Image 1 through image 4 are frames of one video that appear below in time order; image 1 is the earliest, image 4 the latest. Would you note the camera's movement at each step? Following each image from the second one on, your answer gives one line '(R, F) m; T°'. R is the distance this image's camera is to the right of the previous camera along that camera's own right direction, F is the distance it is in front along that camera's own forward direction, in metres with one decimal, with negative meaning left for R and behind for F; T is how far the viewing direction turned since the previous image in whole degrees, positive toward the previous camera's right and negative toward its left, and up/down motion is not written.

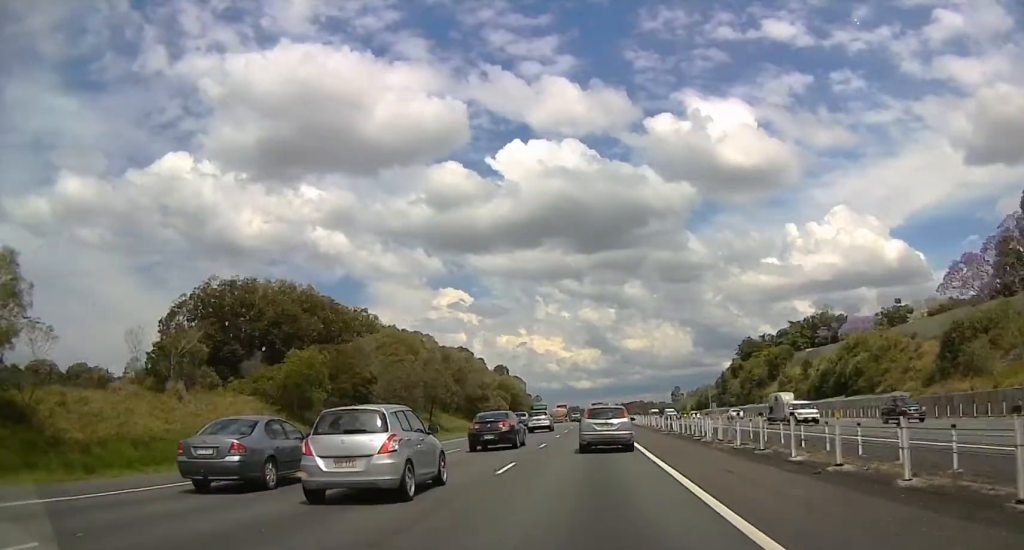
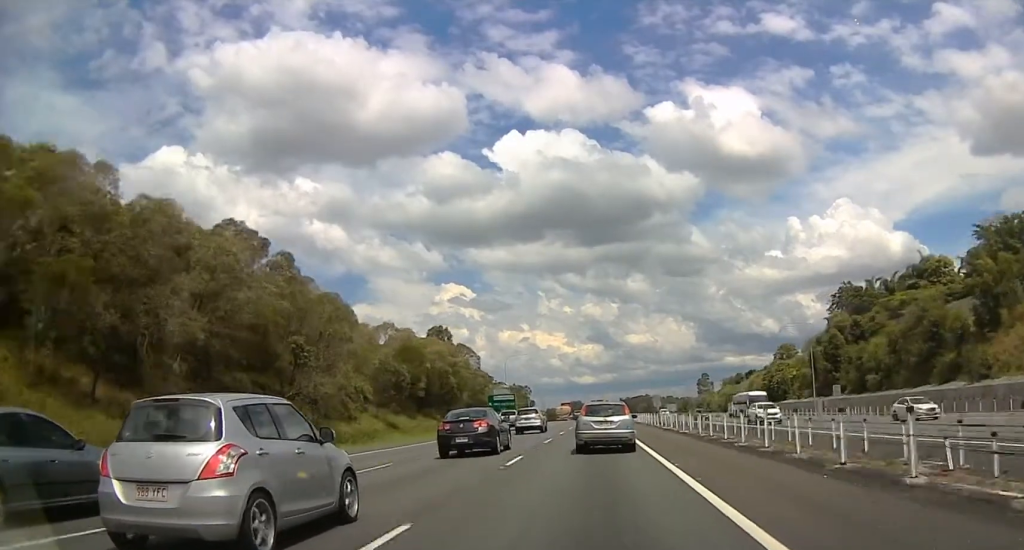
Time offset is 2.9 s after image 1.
(-1.3, +83.0) m; -1°
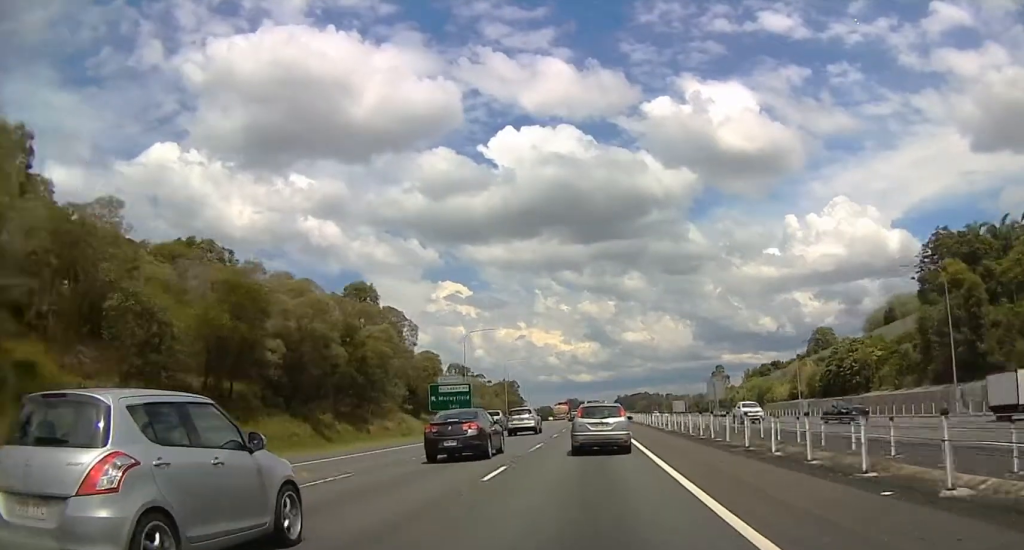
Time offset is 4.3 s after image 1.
(0.0, +40.8) m; 0°
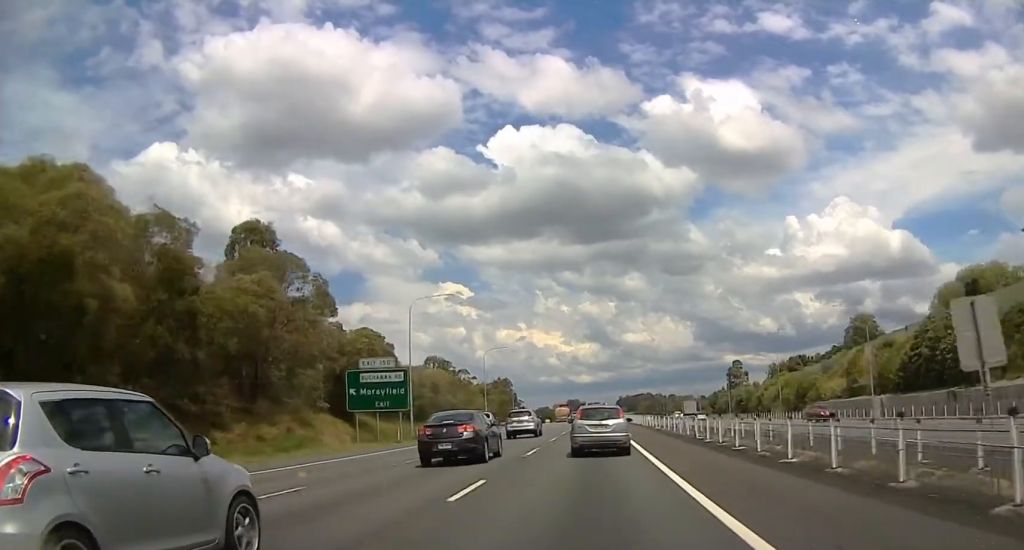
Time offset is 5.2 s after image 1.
(0.0, +28.2) m; 0°
